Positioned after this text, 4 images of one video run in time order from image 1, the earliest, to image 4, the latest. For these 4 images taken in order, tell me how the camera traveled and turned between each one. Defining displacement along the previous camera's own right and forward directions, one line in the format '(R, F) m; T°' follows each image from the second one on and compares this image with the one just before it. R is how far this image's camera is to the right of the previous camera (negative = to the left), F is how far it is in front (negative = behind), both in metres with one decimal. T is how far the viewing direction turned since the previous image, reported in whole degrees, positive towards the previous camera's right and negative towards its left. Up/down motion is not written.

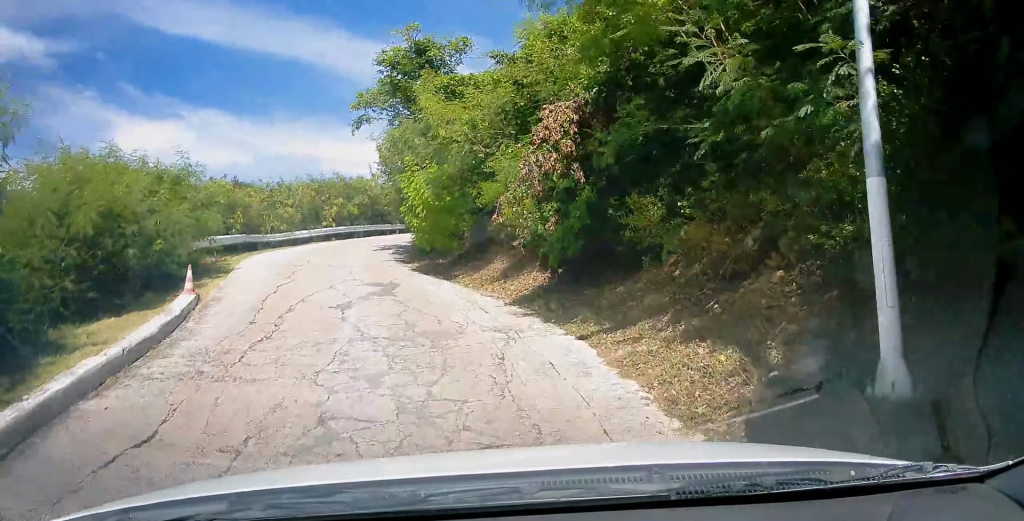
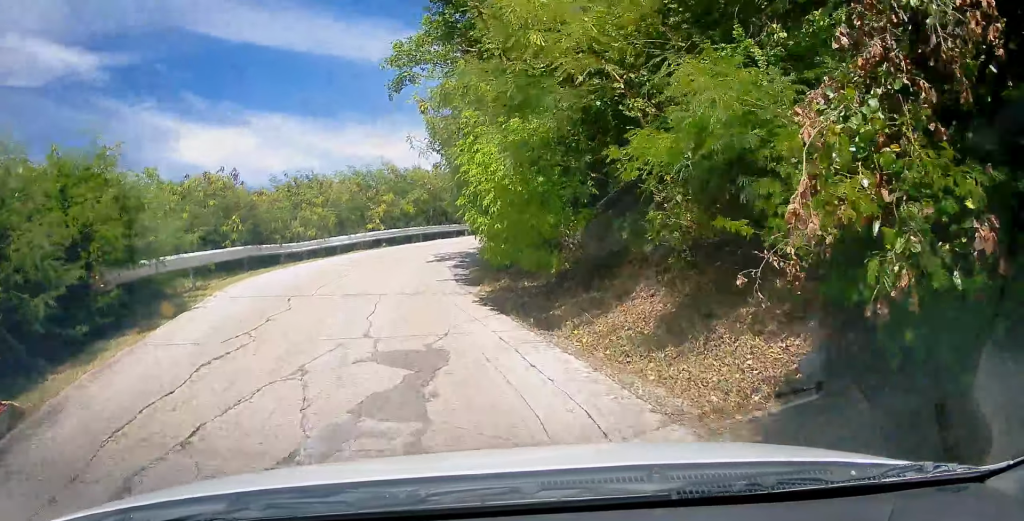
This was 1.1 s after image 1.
(-0.3, +6.4) m; -6°
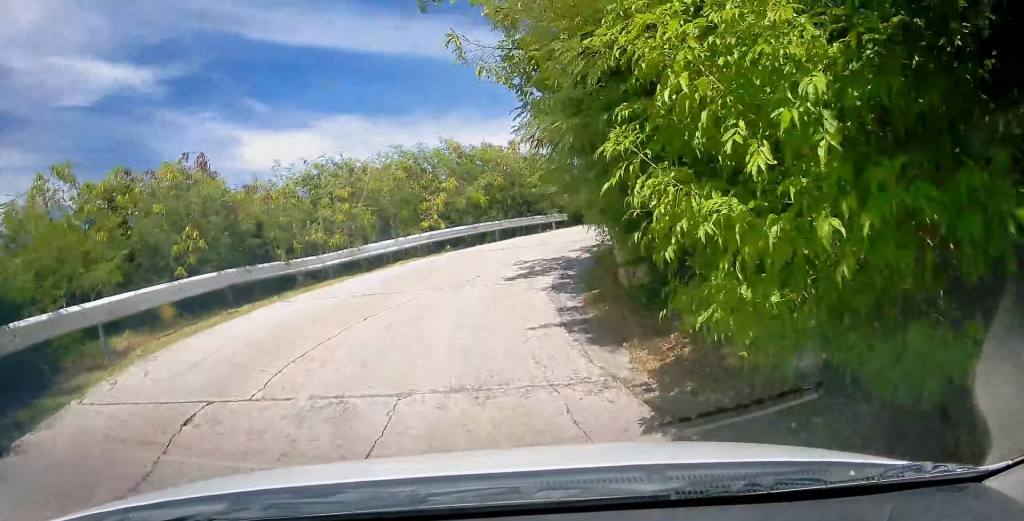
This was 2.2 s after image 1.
(-0.3, +6.2) m; -7°
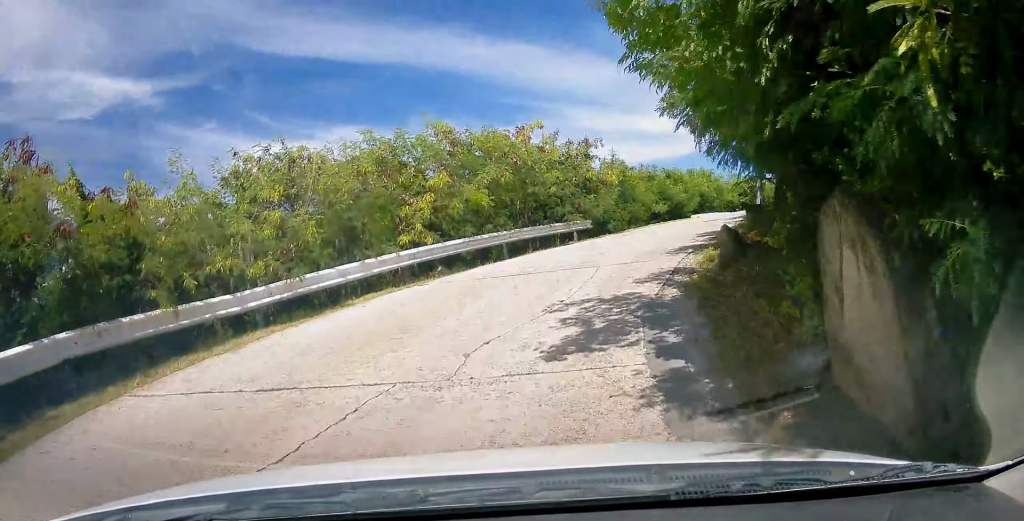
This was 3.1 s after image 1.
(-0.3, +5.2) m; +4°
